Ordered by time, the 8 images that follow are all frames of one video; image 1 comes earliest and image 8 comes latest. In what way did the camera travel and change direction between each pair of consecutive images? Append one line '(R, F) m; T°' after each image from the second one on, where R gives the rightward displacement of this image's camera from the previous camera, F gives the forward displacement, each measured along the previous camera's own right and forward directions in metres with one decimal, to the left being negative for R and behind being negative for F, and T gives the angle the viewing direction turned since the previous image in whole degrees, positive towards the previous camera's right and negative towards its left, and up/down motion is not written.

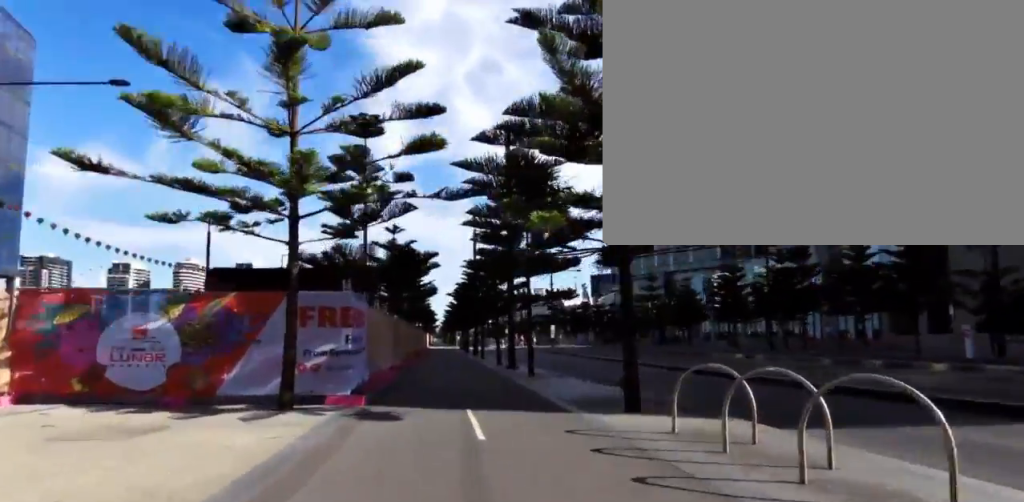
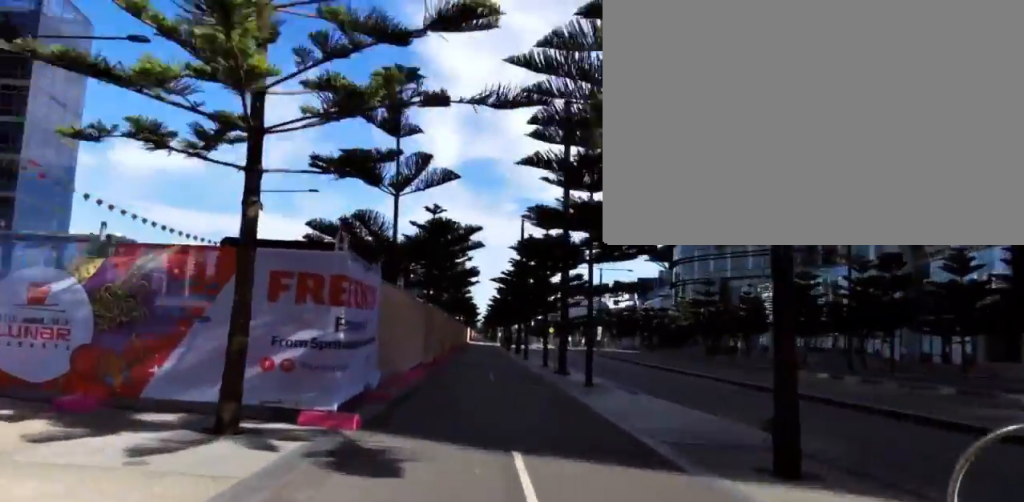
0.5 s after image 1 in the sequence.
(0.0, +3.5) m; +1°
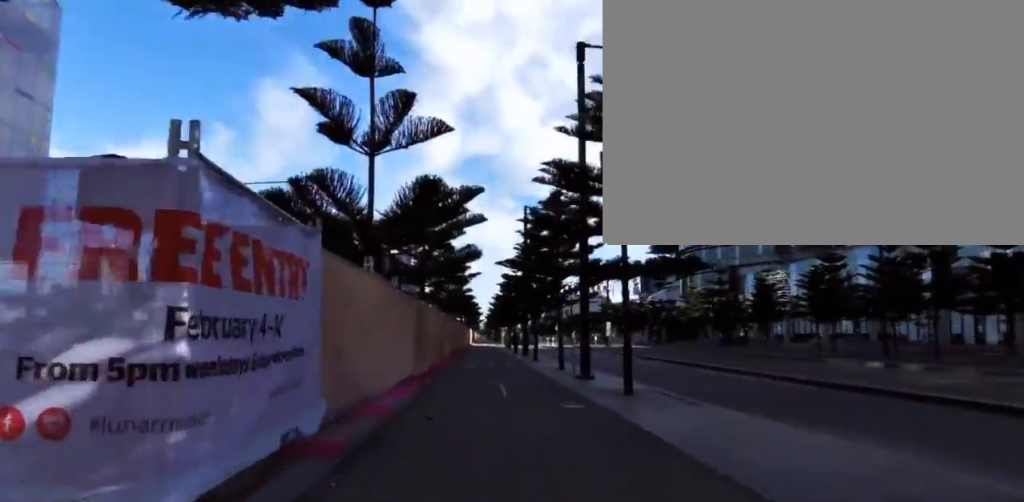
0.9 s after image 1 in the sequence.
(0.0, +3.5) m; +1°
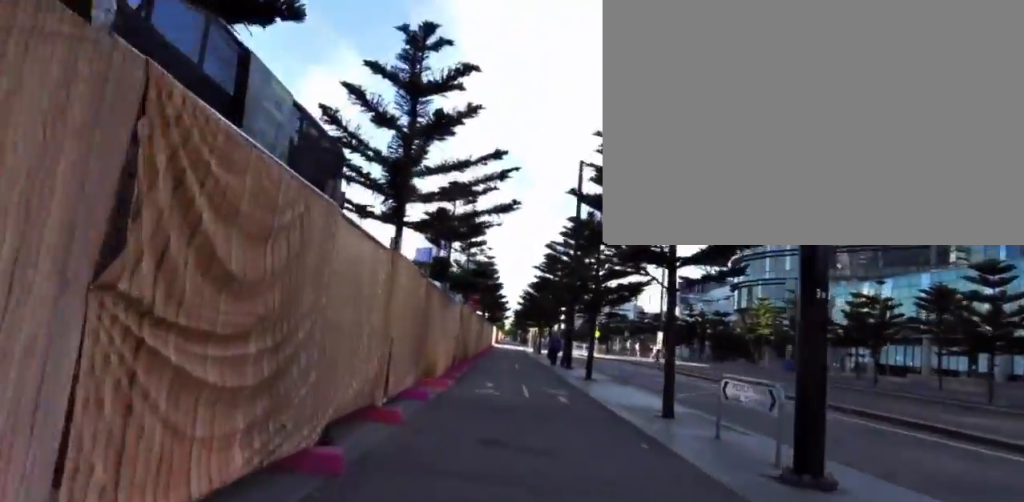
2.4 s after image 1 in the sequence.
(+0.2, +11.5) m; +4°
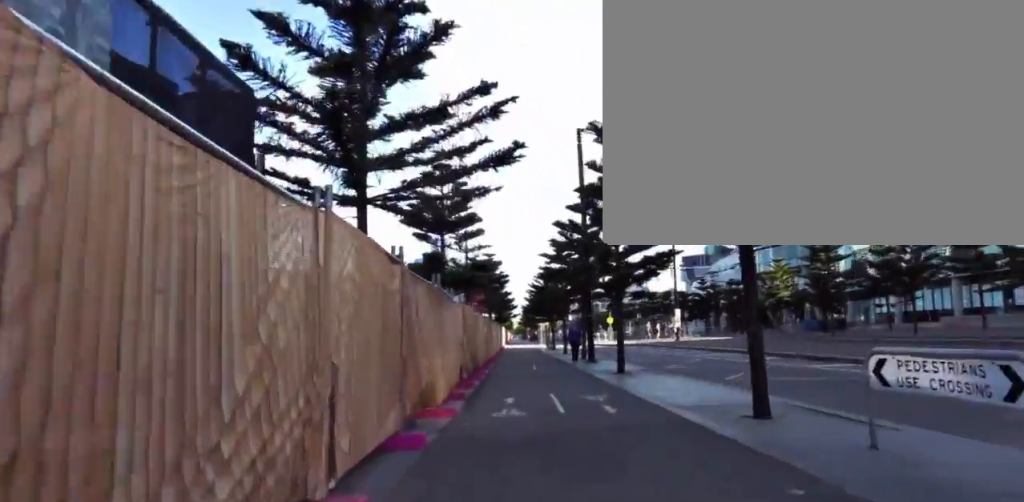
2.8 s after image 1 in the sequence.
(-0.3, +3.0) m; +2°
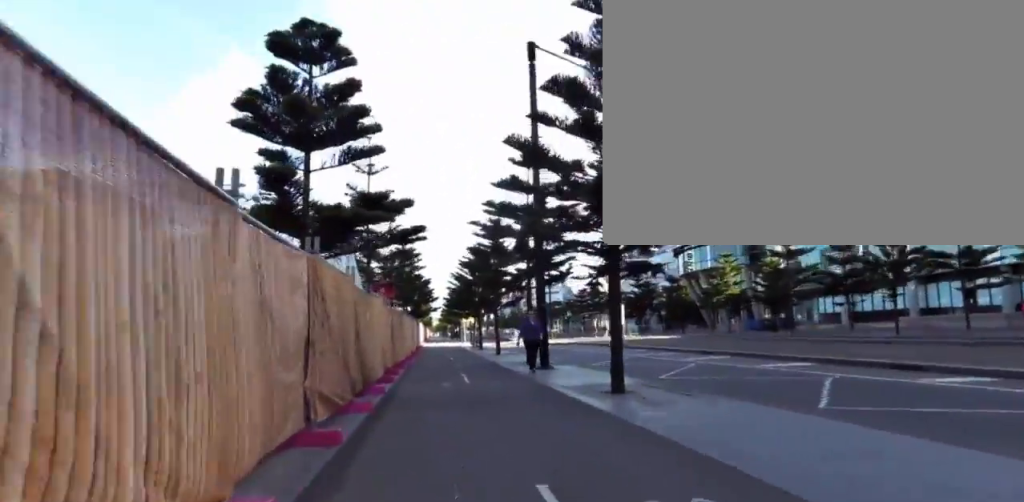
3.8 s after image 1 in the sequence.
(+1.1, +7.6) m; +3°
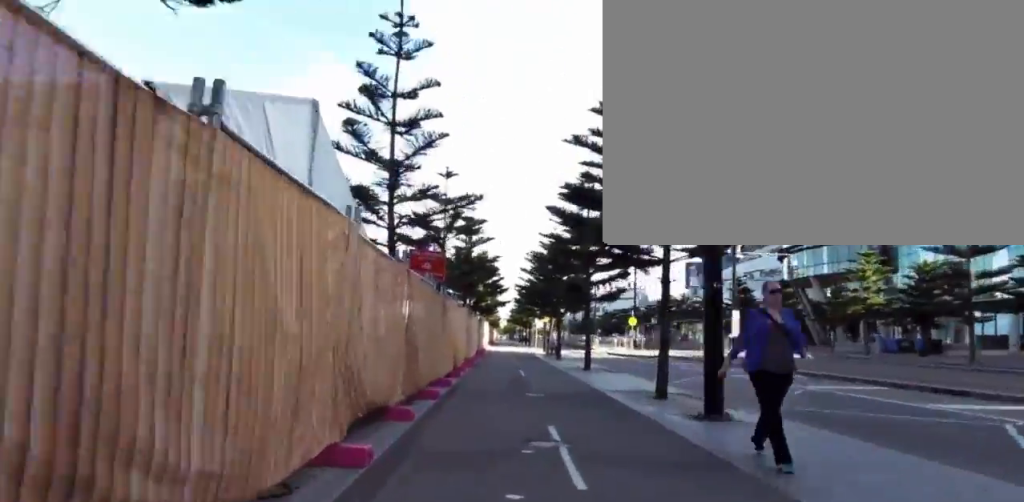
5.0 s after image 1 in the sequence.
(-1.0, +8.7) m; -9°
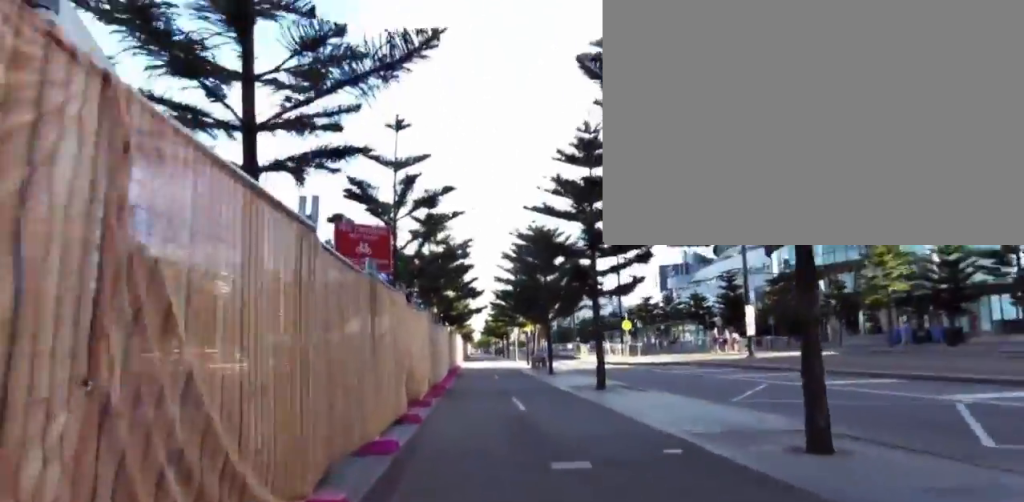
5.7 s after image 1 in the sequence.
(-0.3, +5.5) m; -2°
